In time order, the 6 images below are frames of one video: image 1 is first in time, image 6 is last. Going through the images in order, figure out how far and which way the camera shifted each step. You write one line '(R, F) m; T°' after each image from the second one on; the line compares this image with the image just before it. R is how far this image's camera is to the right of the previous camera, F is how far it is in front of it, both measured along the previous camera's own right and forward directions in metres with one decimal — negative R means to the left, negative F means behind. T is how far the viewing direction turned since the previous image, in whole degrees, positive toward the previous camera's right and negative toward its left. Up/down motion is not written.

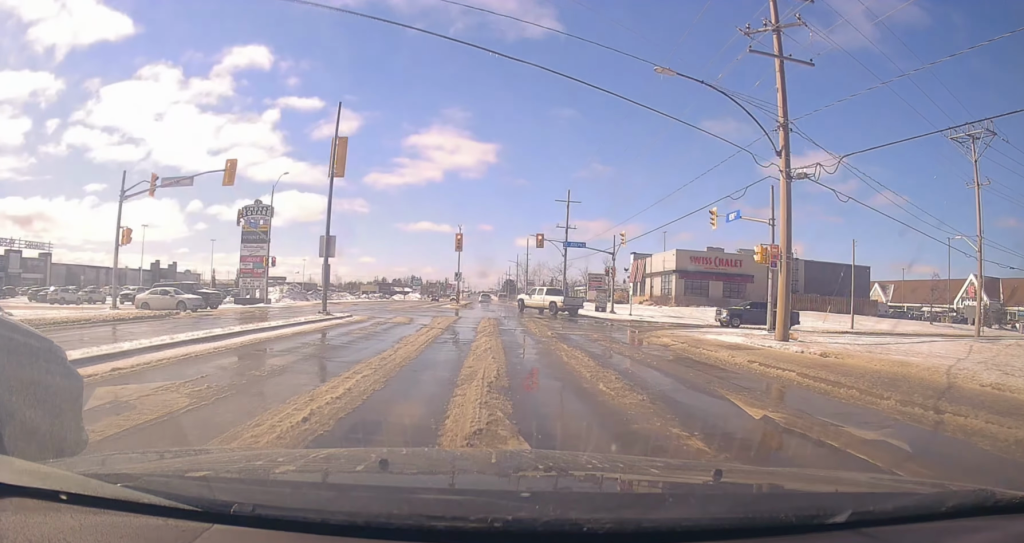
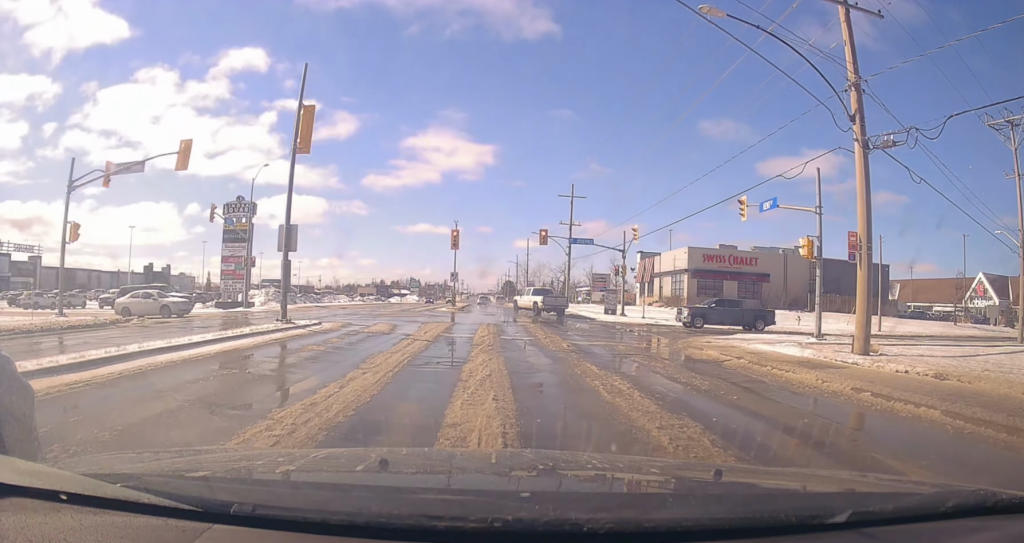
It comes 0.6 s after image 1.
(-0.3, +4.1) m; 0°
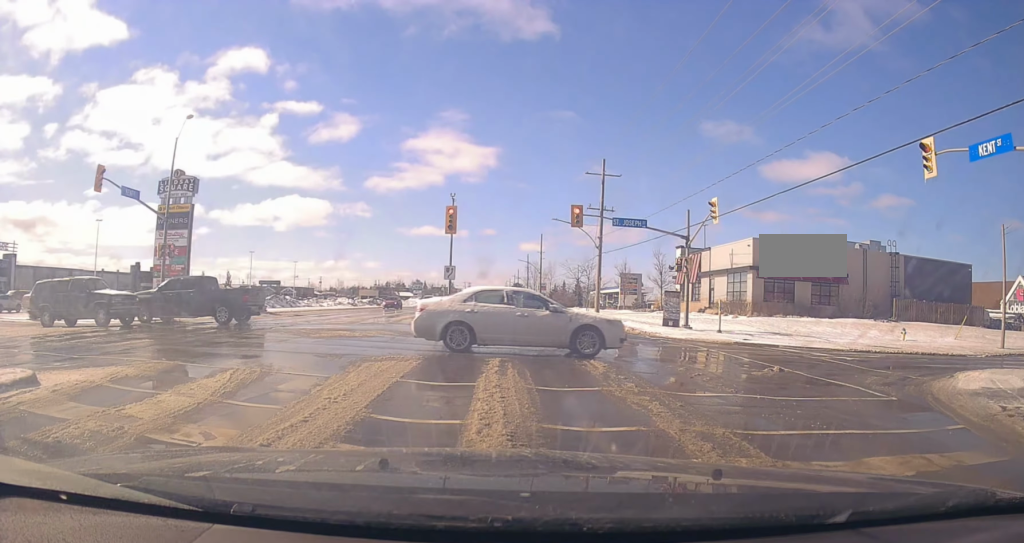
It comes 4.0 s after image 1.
(0.0, +12.4) m; -4°
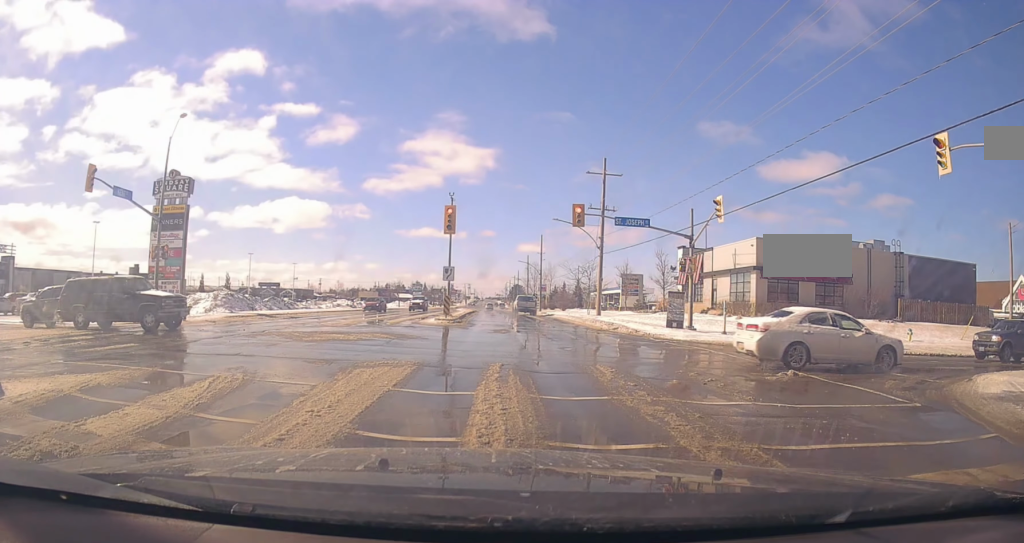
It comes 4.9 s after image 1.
(0.0, +0.1) m; 0°
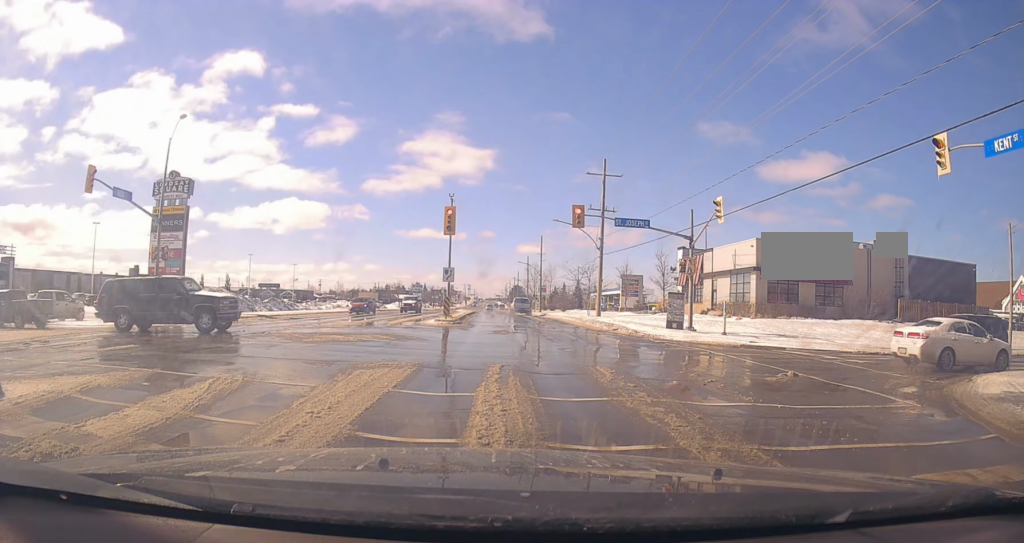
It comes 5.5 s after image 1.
(0.0, 0.0) m; 0°
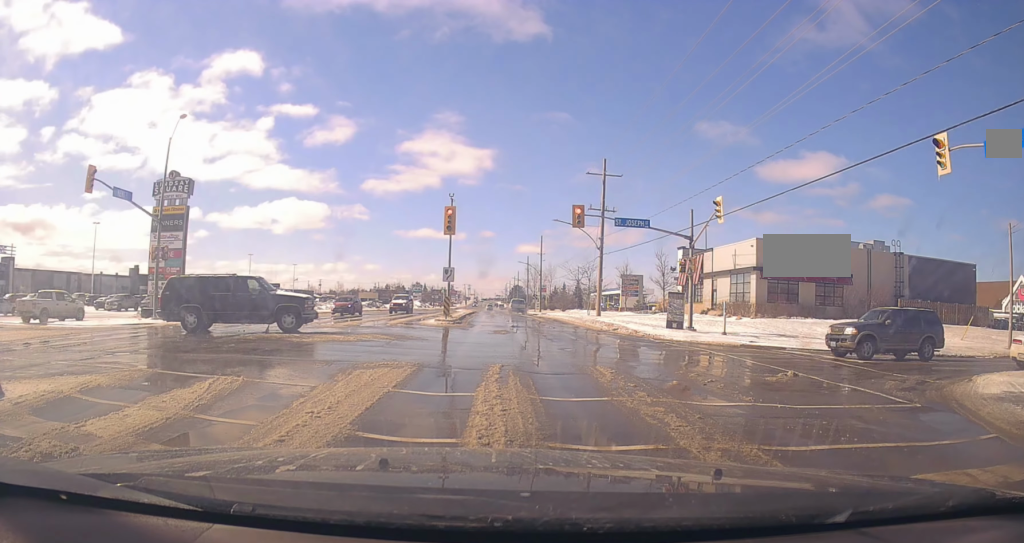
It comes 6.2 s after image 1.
(0.0, 0.0) m; 0°
